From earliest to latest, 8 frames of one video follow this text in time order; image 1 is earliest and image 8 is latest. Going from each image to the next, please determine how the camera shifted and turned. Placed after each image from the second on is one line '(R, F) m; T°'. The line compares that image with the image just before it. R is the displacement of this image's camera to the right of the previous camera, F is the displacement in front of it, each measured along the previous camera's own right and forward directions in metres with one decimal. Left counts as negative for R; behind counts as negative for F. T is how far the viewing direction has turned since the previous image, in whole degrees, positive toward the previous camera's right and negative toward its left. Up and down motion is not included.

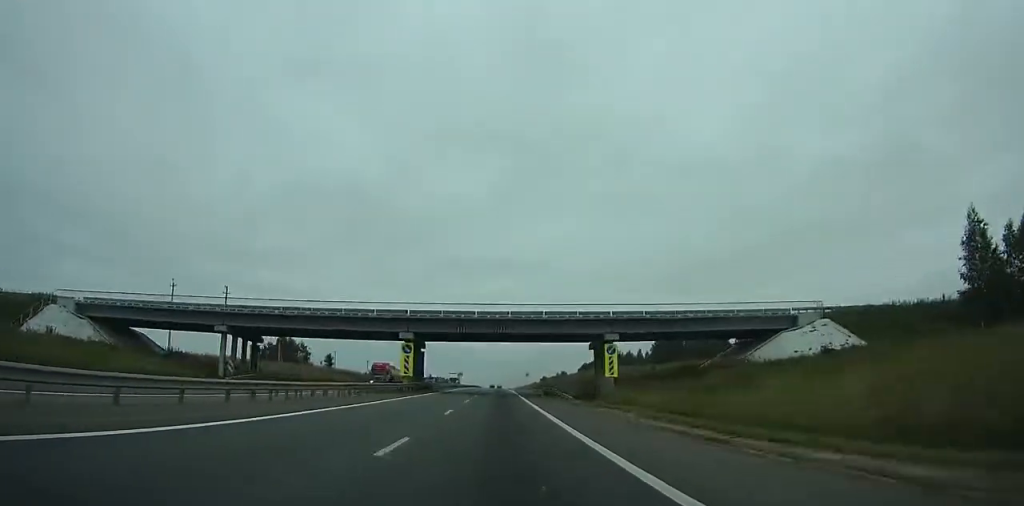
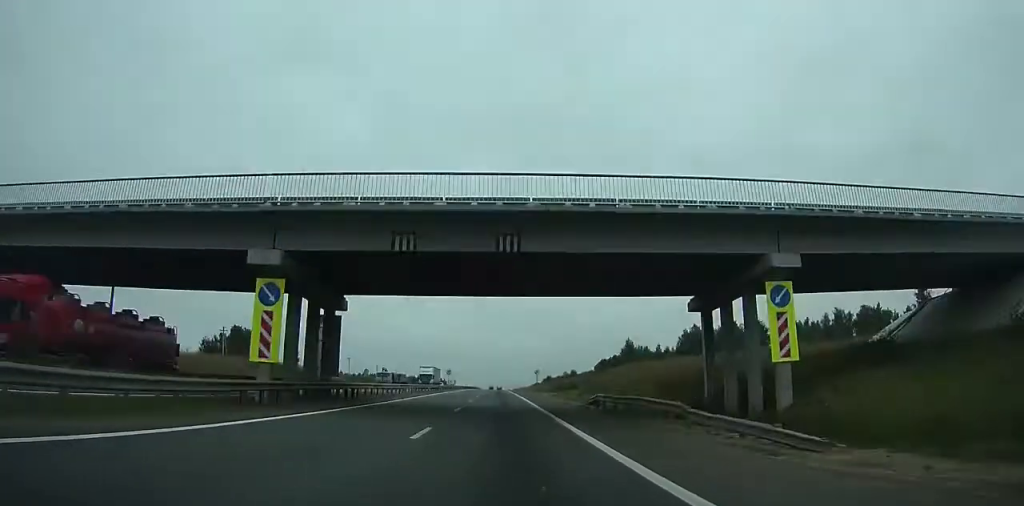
(+0.1, +32.9) m; 0°
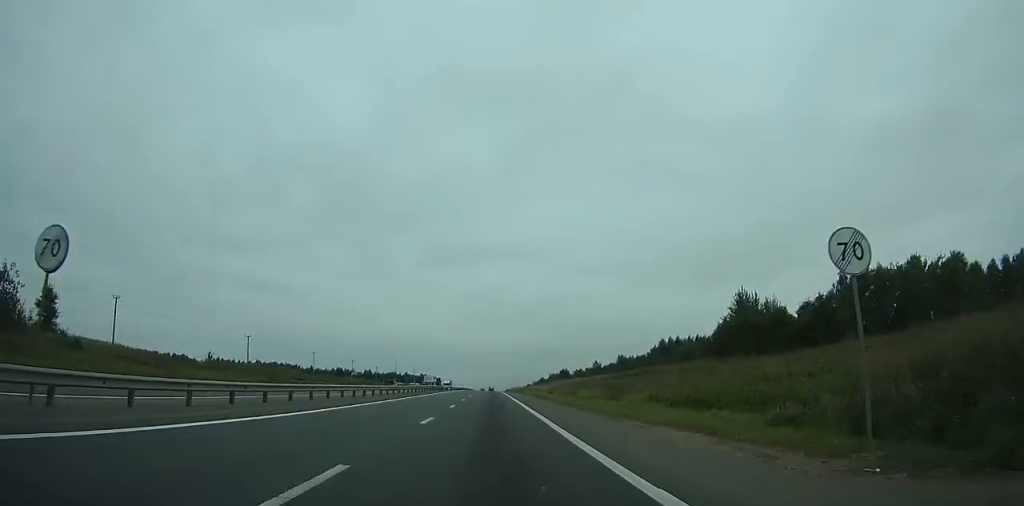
(-0.3, +91.0) m; 0°
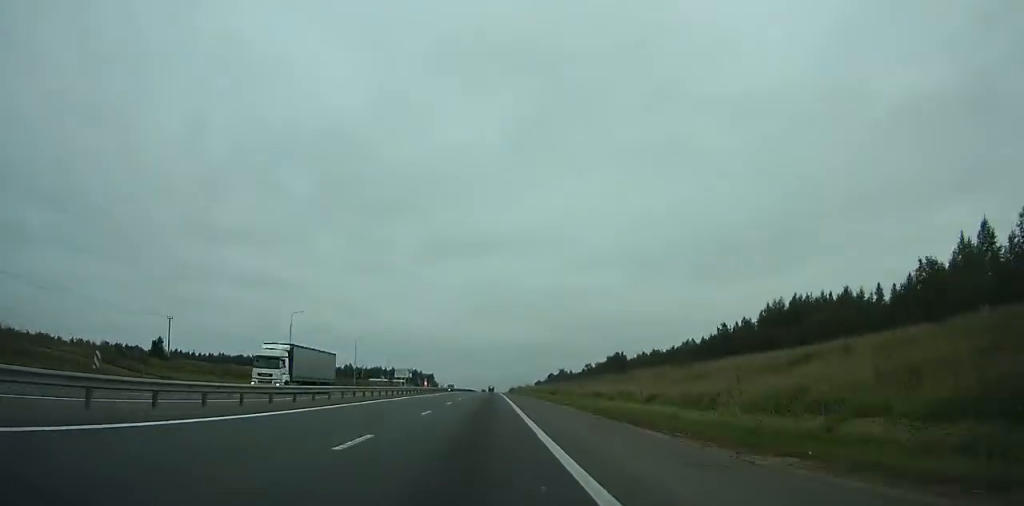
(+0.4, +91.1) m; 0°
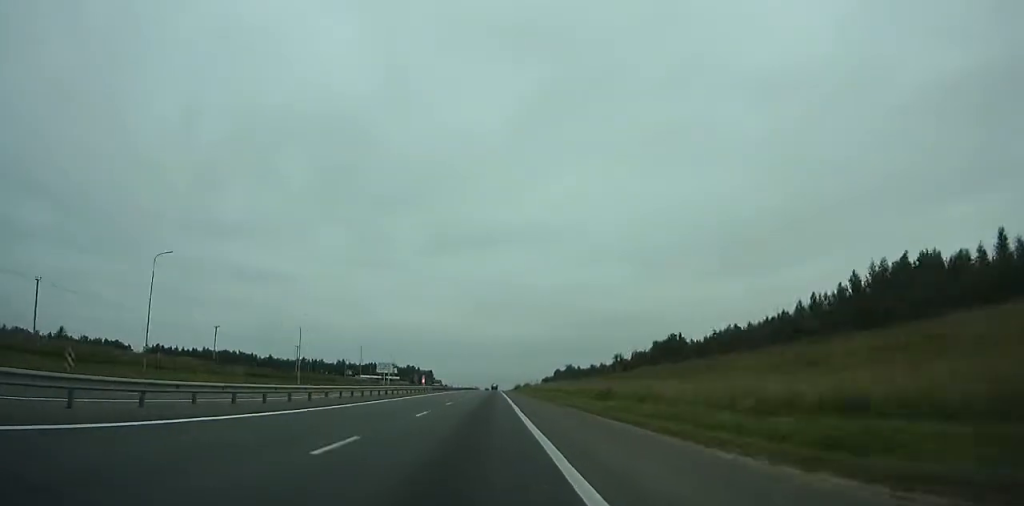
(-0.2, +37.5) m; 0°
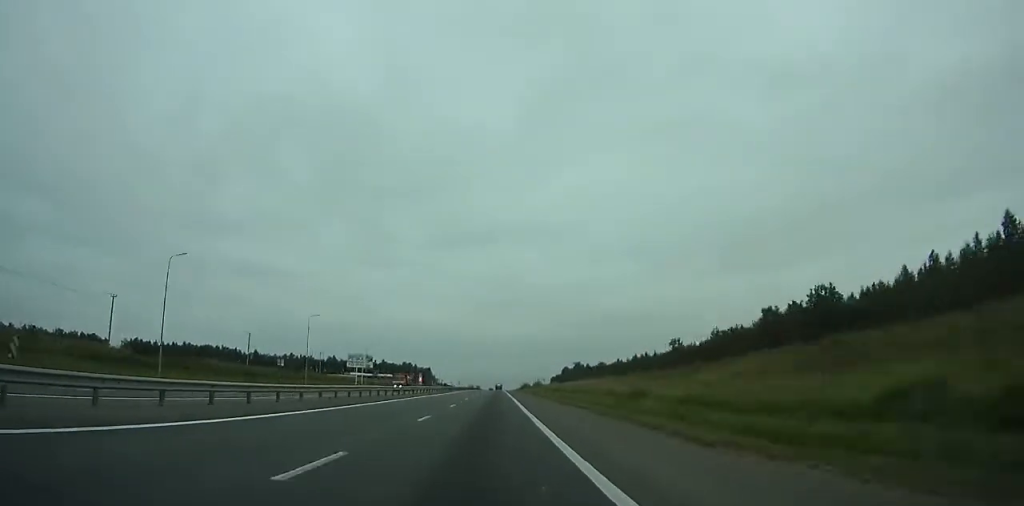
(0.0, +37.6) m; 0°
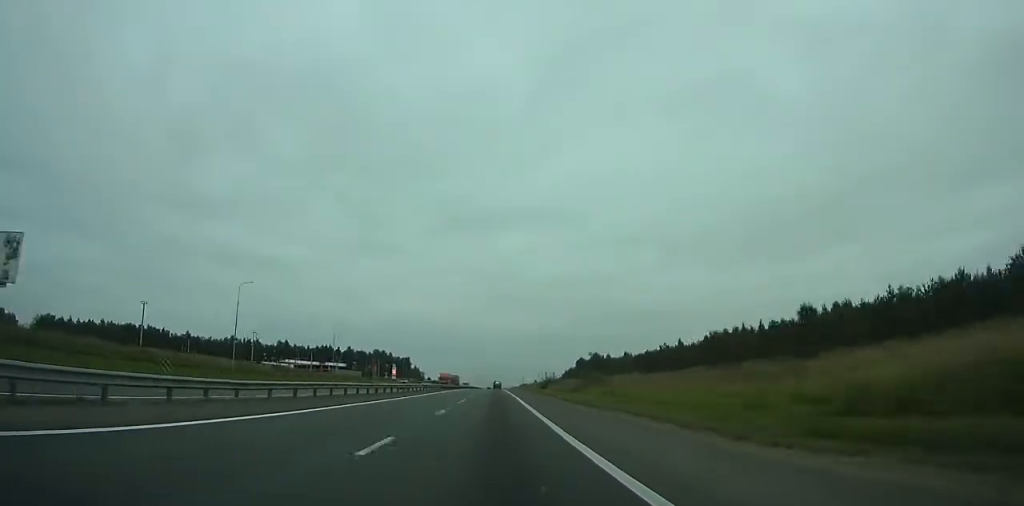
(-0.6, +103.7) m; 0°
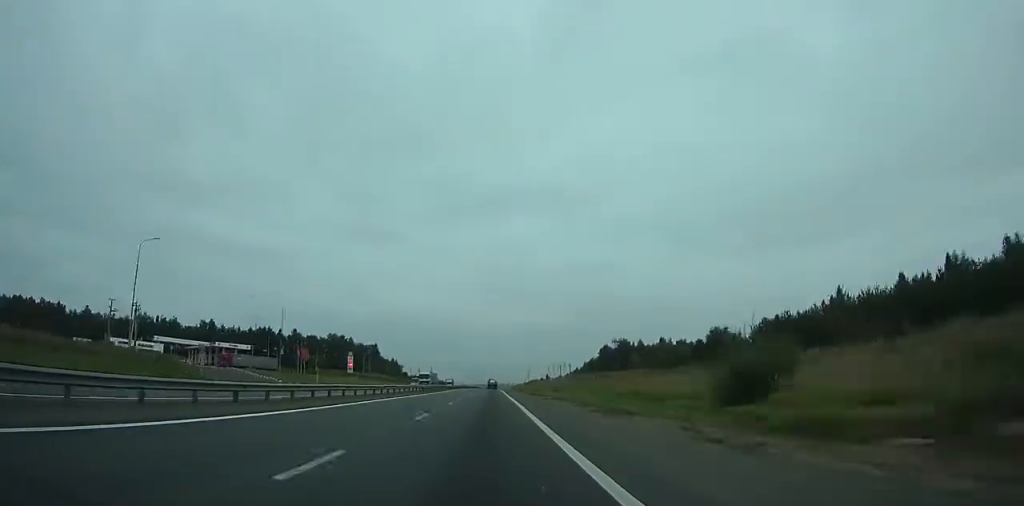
(+0.2, +97.5) m; 0°
